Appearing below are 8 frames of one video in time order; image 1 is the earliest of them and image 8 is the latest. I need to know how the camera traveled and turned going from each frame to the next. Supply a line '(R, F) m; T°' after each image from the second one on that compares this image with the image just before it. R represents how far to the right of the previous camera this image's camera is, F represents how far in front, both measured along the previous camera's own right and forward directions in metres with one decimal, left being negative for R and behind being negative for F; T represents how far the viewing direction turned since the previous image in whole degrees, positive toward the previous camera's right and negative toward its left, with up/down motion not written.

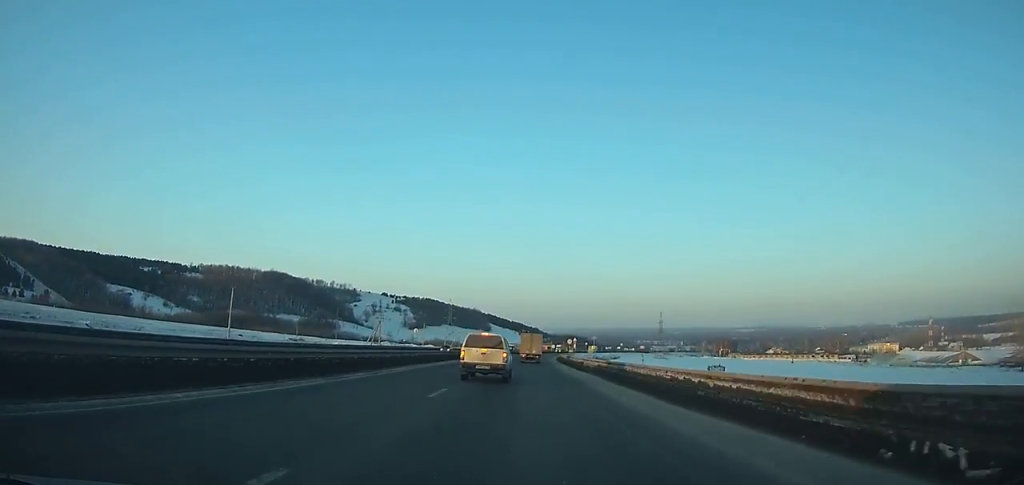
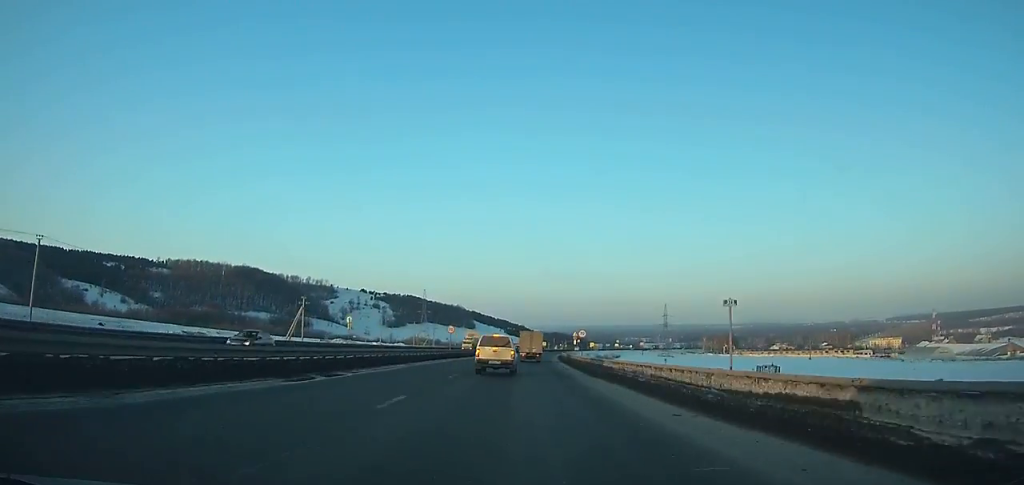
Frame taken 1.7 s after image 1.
(+0.6, +38.7) m; +1°
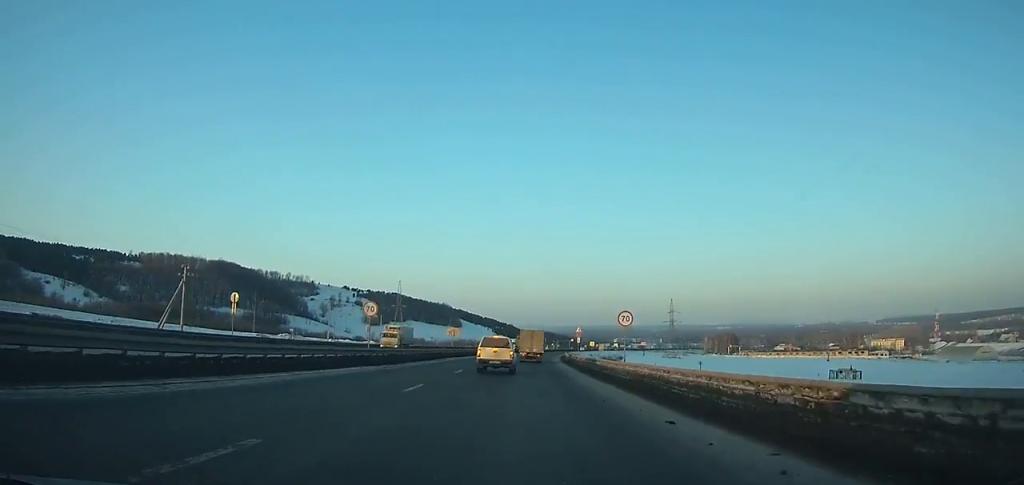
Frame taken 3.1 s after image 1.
(0.0, +31.5) m; +1°
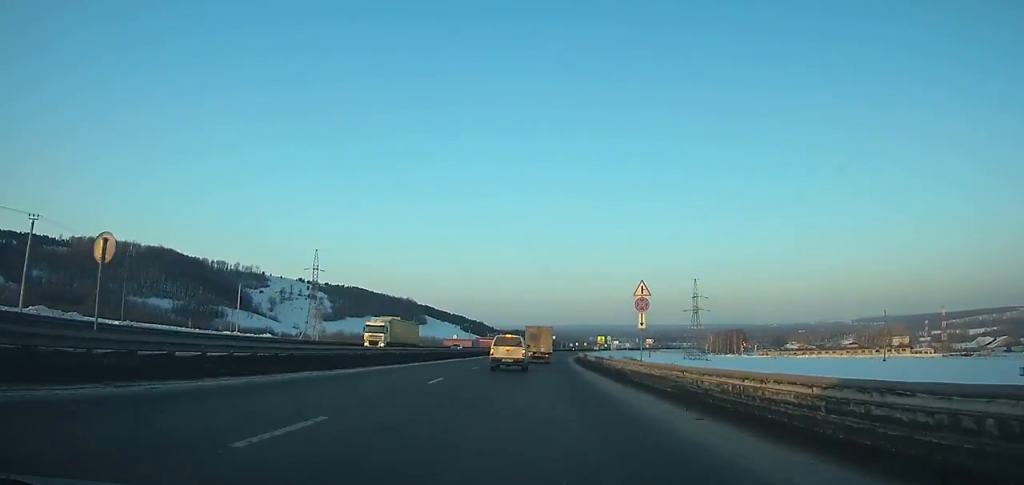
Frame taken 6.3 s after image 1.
(+1.7, +67.1) m; +3°
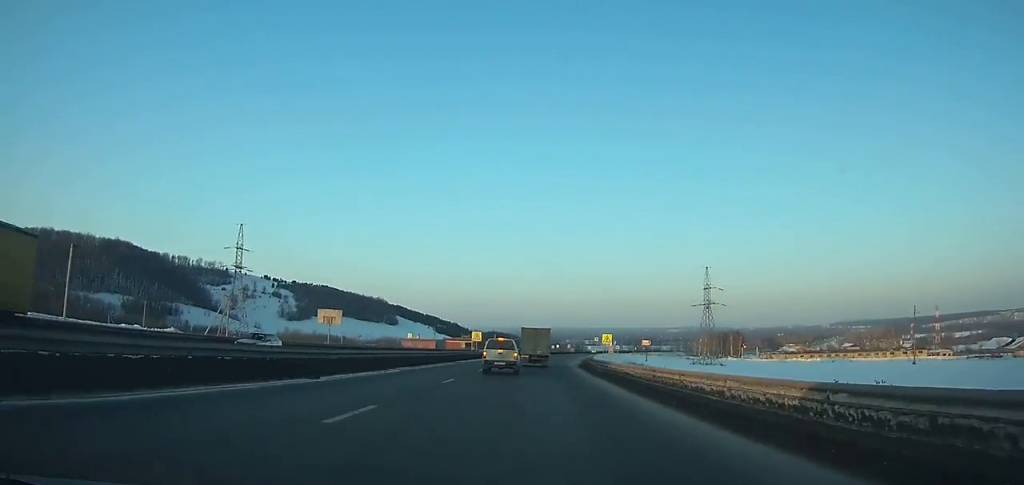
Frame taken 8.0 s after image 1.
(+1.0, +33.1) m; +2°
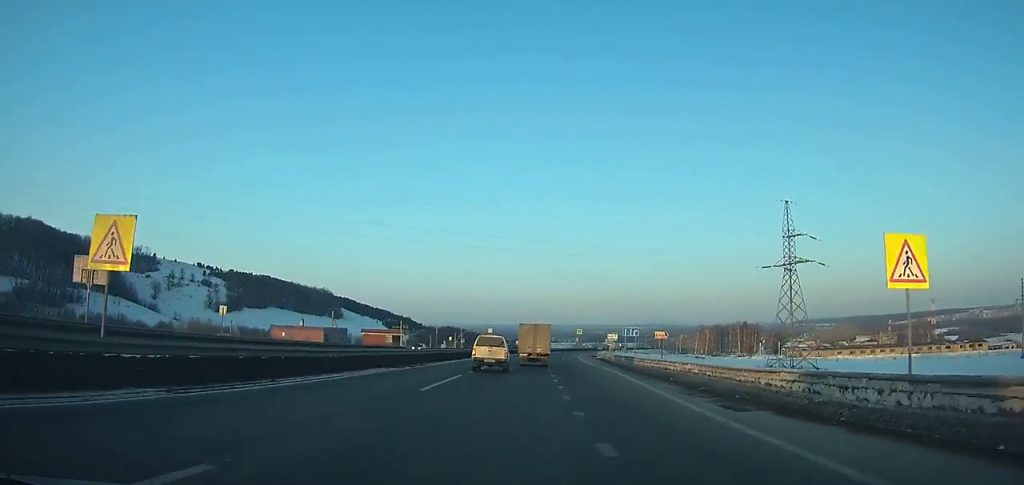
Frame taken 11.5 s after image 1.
(+2.3, +66.0) m; +4°
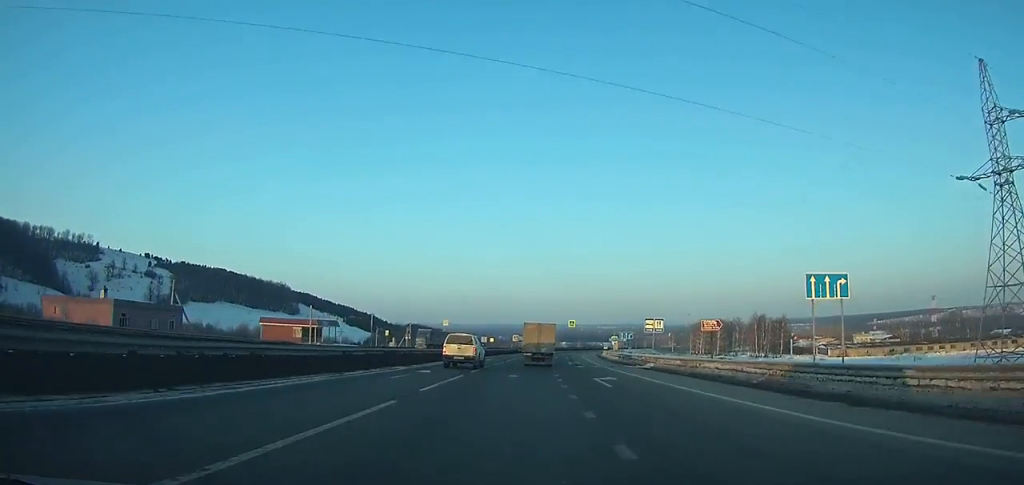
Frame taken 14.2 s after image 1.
(+1.3, +49.1) m; +3°
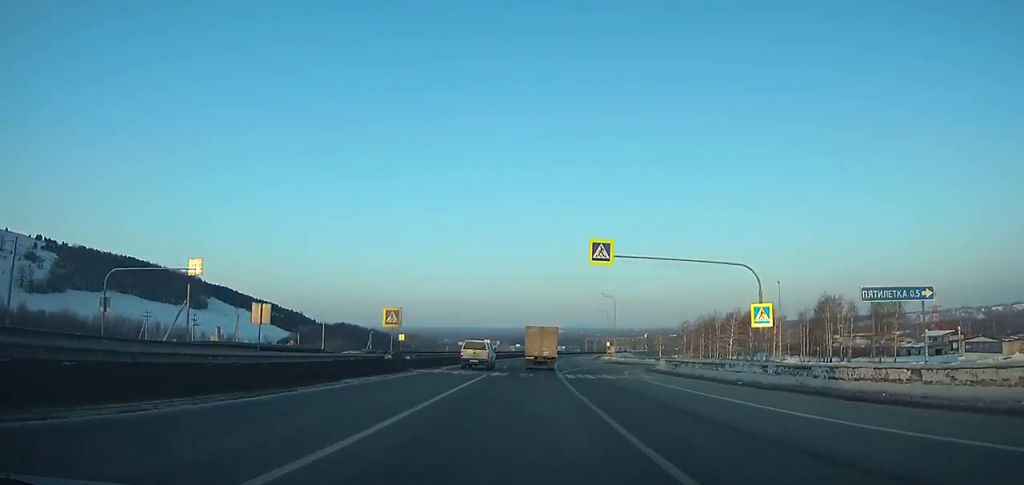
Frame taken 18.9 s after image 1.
(+3.8, +84.7) m; +5°
